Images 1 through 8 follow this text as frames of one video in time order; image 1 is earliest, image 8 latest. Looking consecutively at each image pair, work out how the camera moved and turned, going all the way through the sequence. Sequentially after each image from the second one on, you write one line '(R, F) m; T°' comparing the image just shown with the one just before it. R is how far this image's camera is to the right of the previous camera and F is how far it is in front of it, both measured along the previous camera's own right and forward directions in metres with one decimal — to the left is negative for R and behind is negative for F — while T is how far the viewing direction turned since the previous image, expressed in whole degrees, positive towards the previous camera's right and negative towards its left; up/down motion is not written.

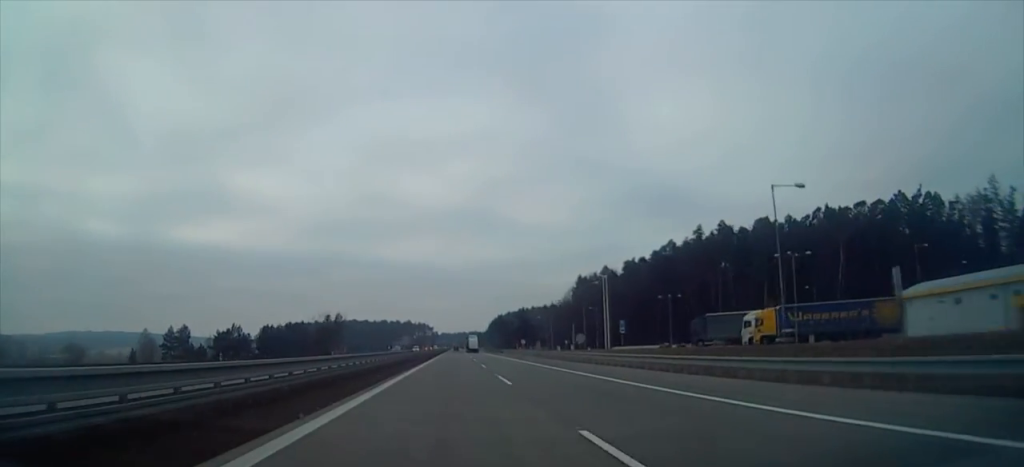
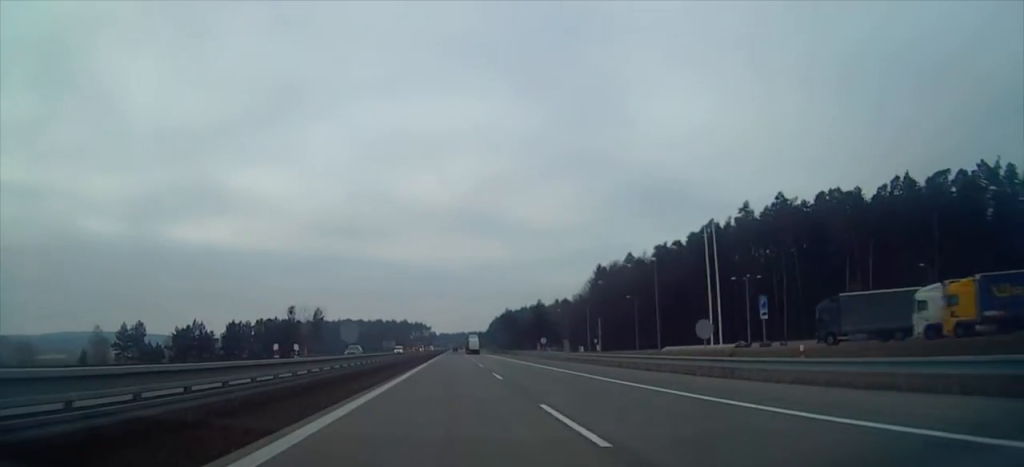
(-0.1, +31.5) m; -1°
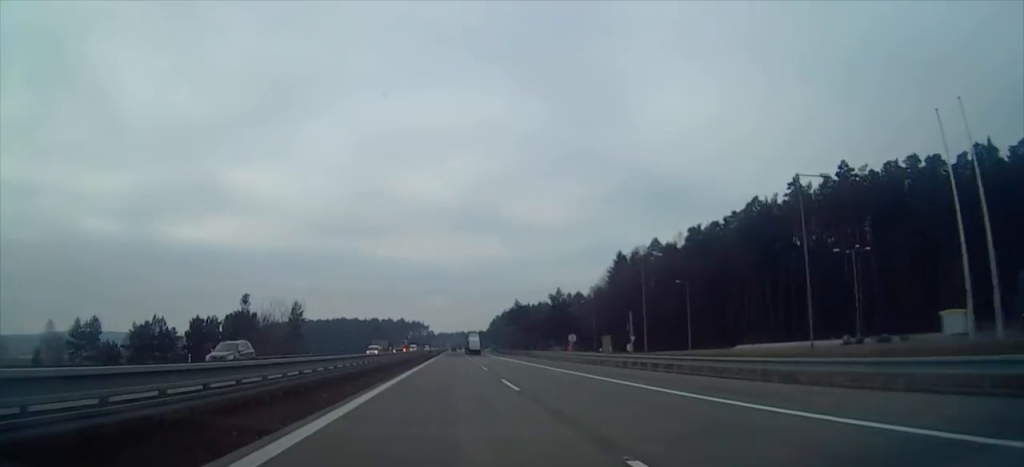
(-0.4, +25.0) m; -1°
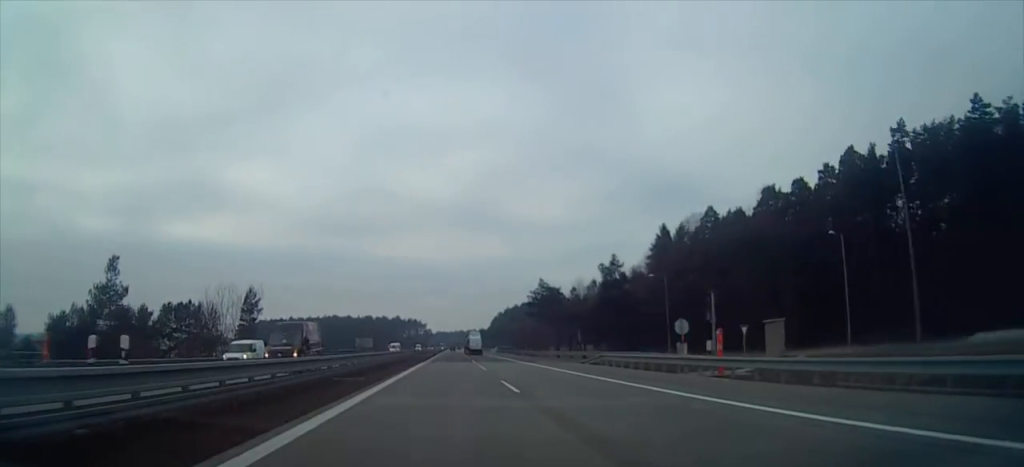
(-0.1, +36.8) m; 0°
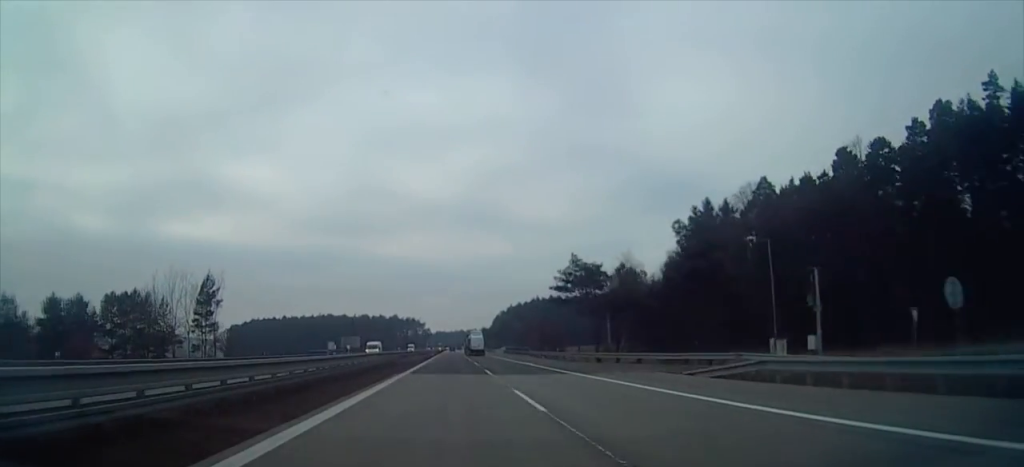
(0.0, +23.7) m; 0°
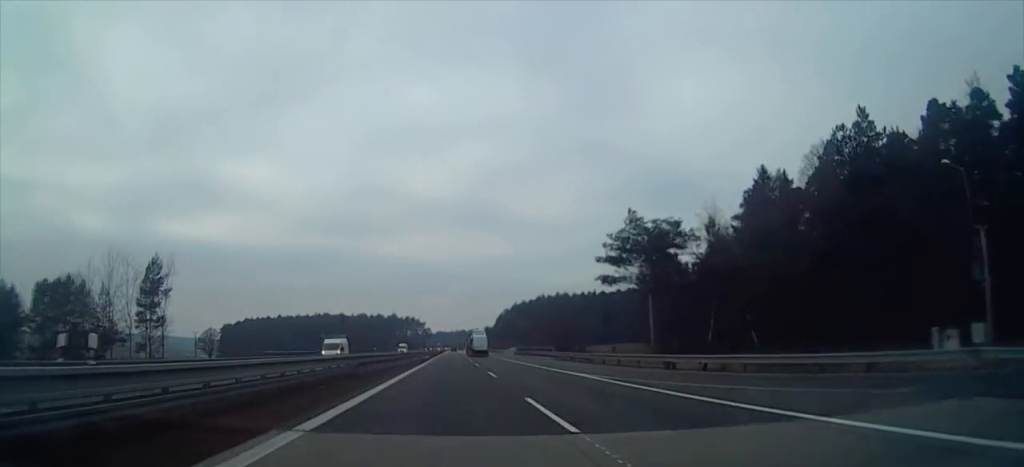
(0.0, +21.0) m; 0°
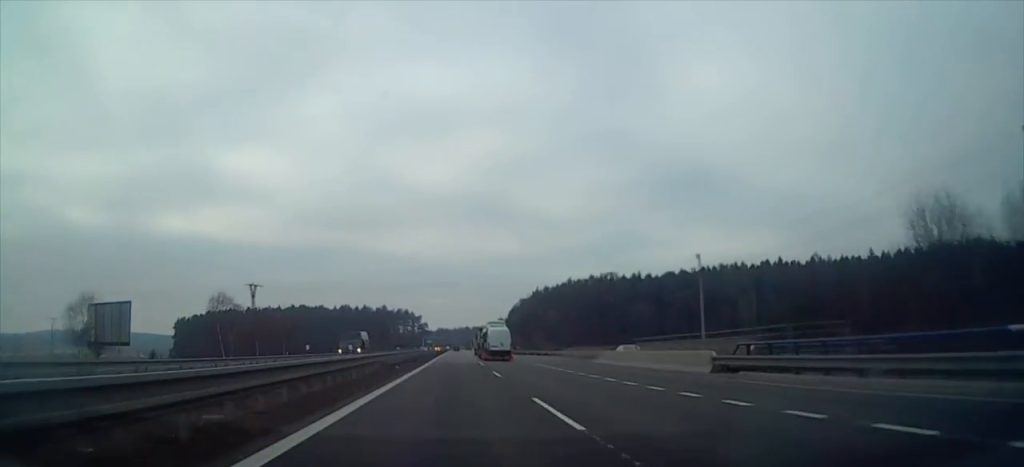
(0.0, +90.7) m; 0°
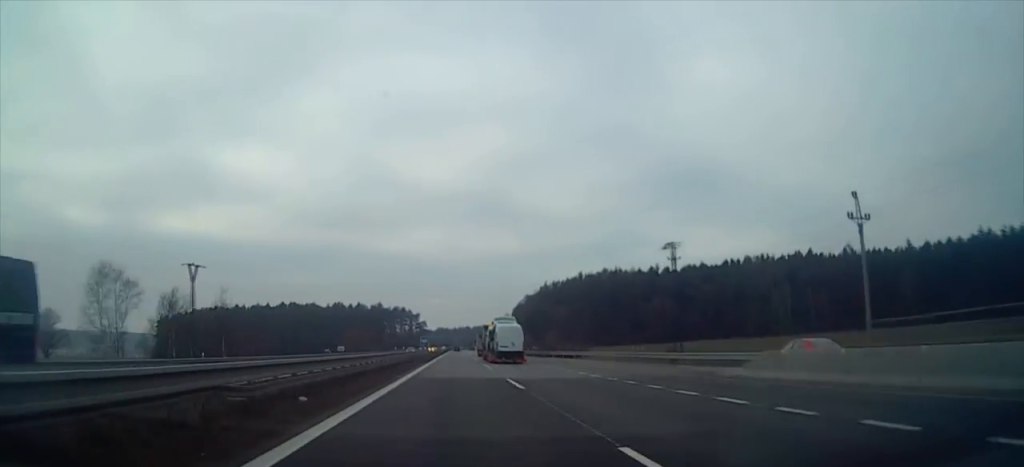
(0.0, +26.3) m; 0°
